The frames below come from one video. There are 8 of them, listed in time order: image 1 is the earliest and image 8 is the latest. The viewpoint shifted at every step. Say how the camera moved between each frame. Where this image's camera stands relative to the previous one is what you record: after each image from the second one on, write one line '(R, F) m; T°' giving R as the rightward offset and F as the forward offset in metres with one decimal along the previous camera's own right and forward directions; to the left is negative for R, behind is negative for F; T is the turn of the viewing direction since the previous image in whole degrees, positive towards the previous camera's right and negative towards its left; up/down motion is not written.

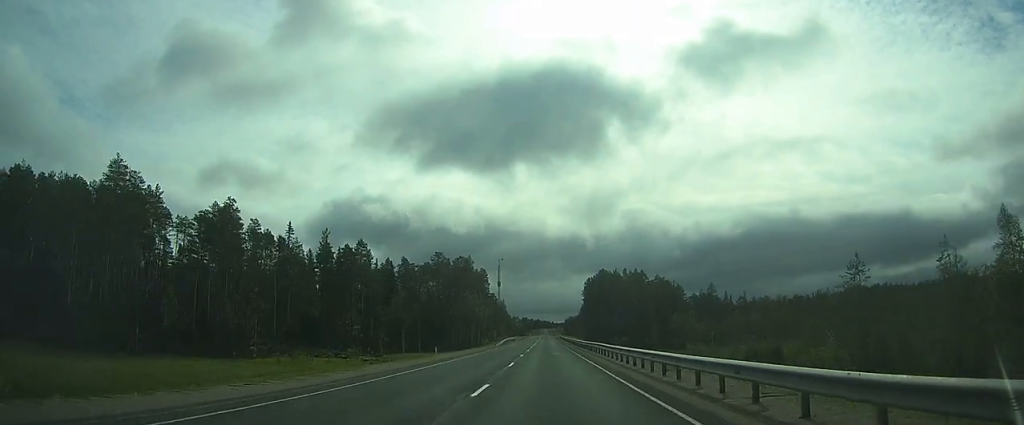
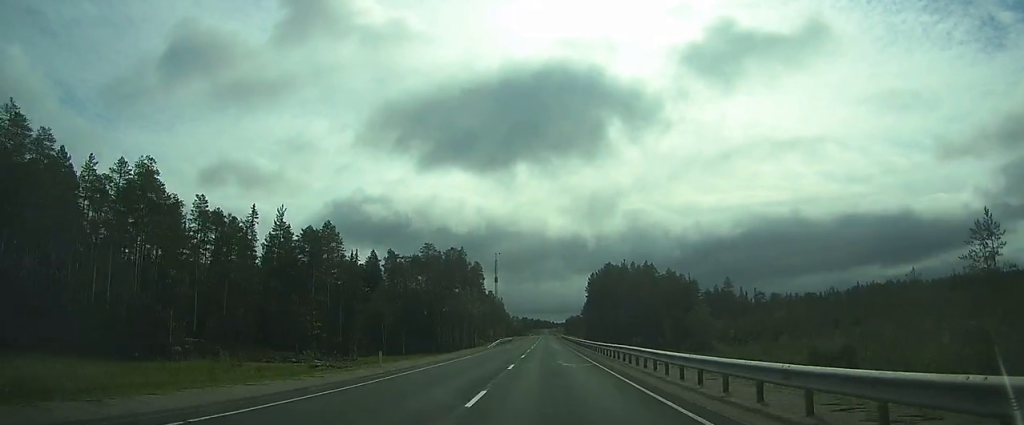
(0.0, +13.4) m; 0°
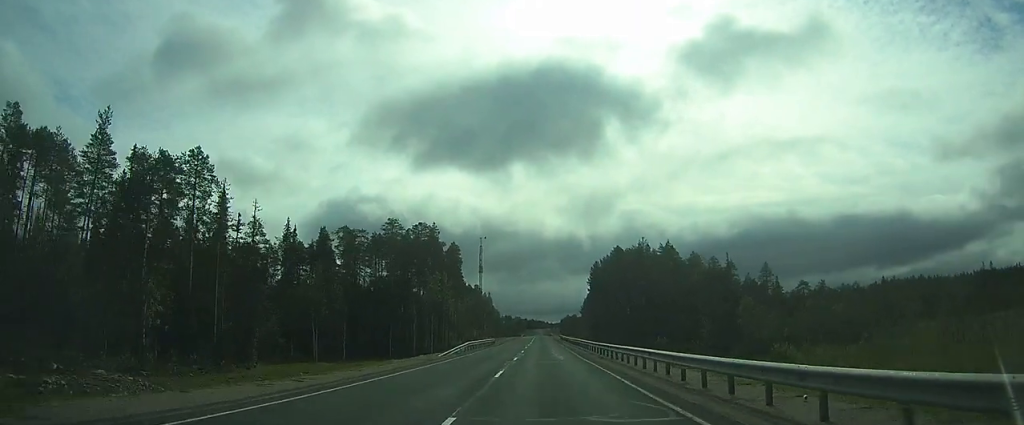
(0.0, +28.0) m; 0°
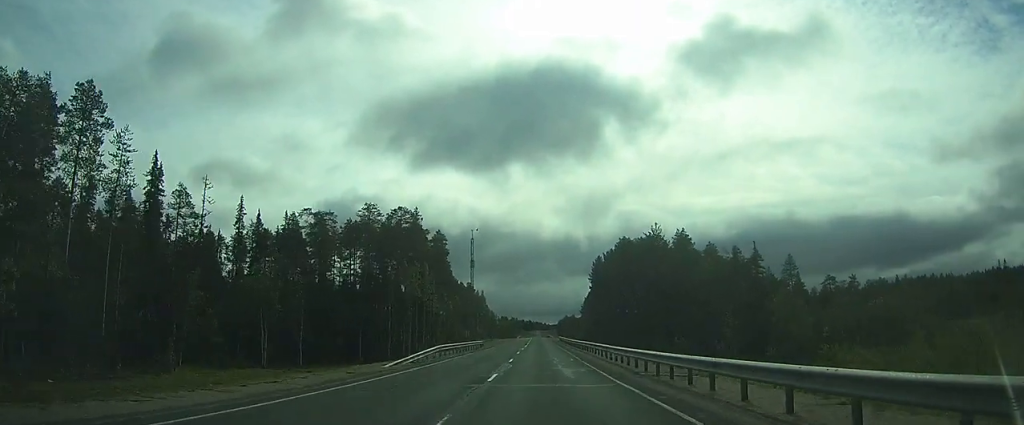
(0.0, +12.9) m; 0°
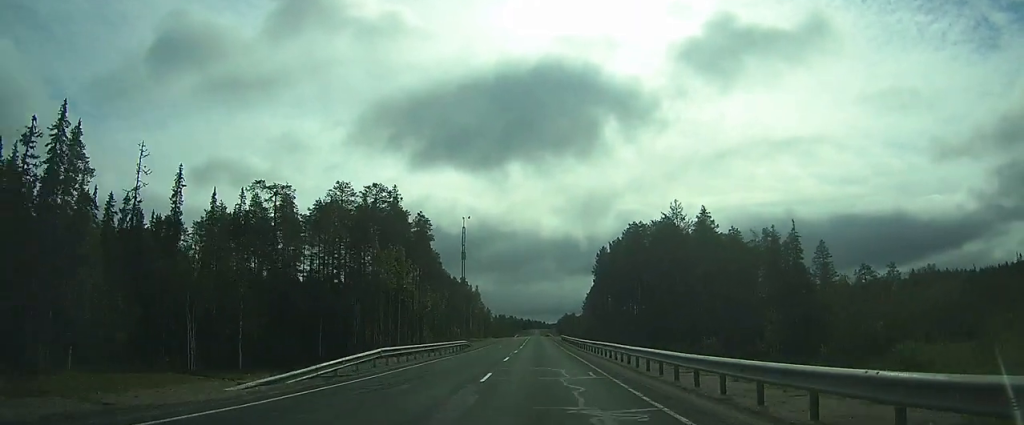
(+0.1, +12.9) m; 0°
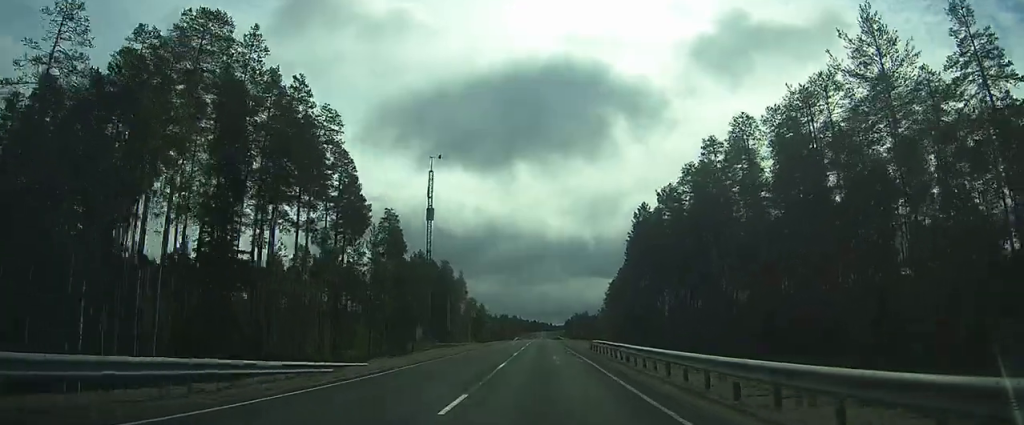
(-0.4, +39.1) m; 0°
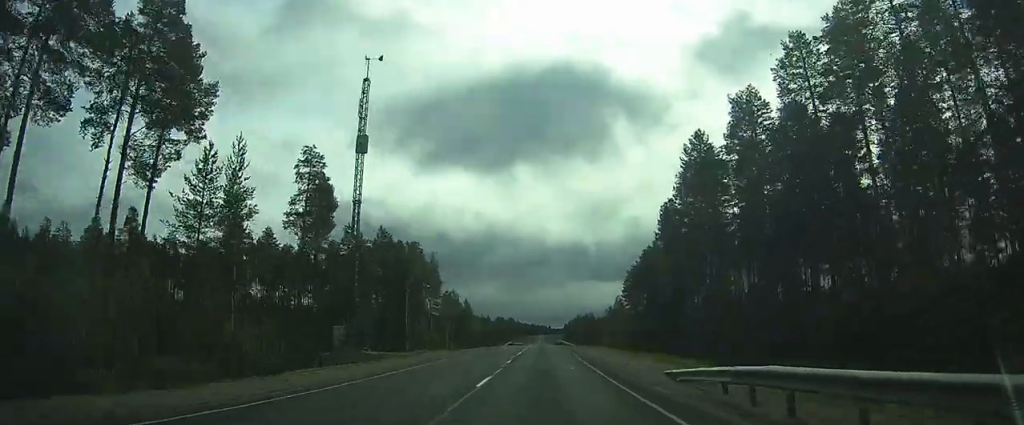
(+0.2, +28.3) m; +1°
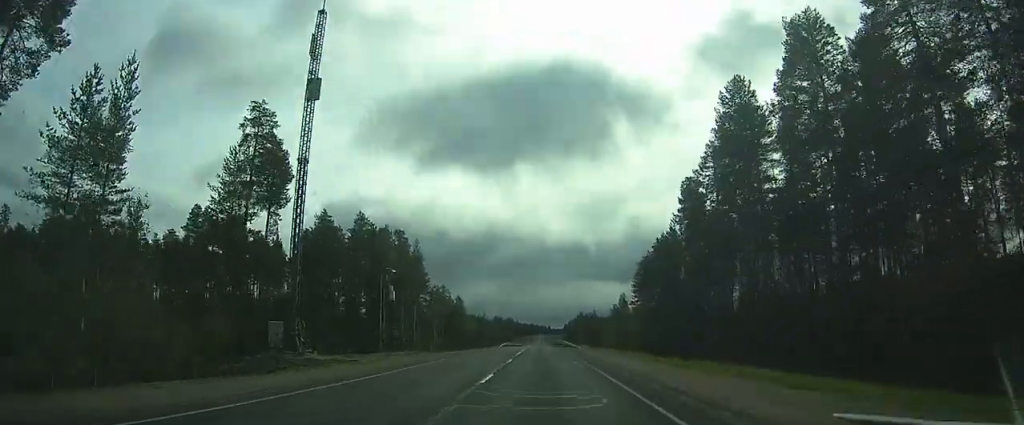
(0.0, +11.0) m; 0°
